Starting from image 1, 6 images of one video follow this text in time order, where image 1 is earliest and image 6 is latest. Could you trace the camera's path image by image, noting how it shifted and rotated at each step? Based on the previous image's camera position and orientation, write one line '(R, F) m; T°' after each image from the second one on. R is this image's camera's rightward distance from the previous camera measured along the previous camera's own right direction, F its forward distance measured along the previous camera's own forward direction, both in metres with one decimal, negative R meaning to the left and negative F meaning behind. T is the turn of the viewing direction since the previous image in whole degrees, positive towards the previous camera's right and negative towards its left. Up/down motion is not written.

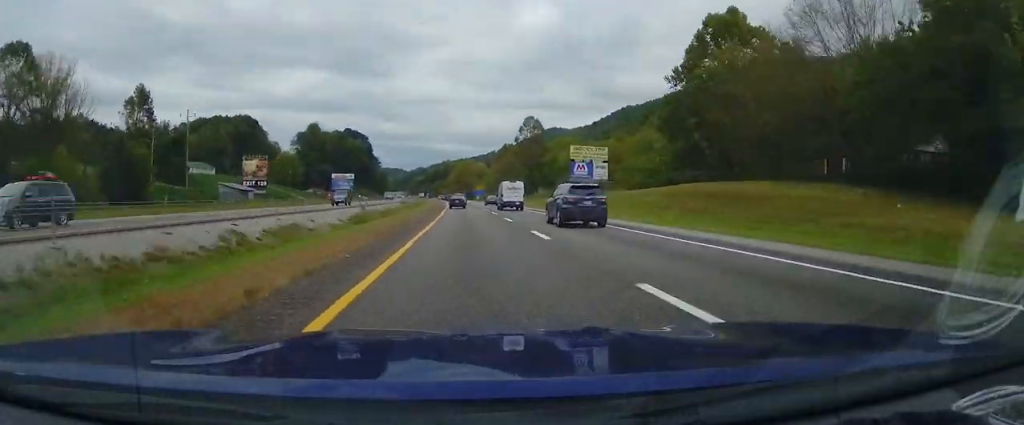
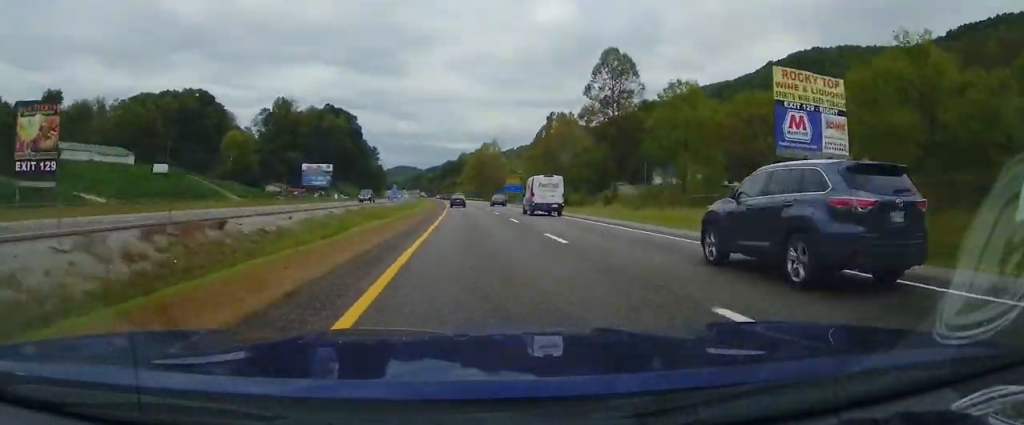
(-0.7, +90.5) m; -2°
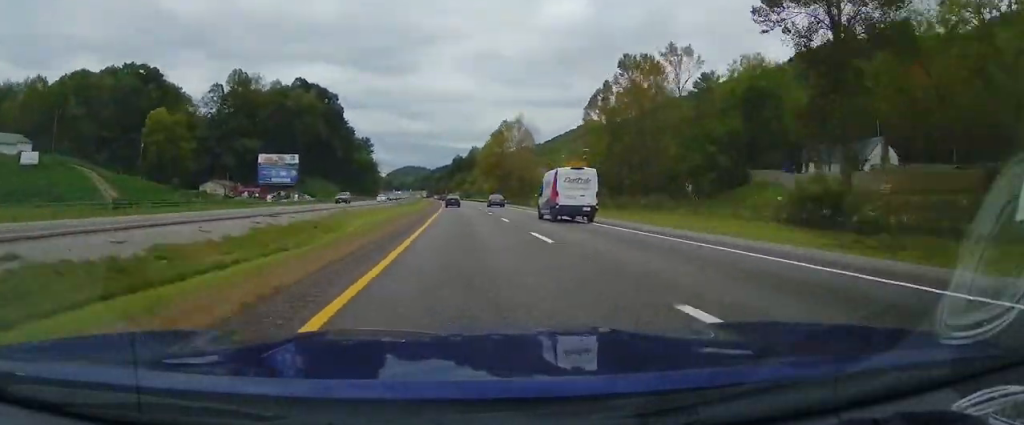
(-1.9, +65.0) m; -1°
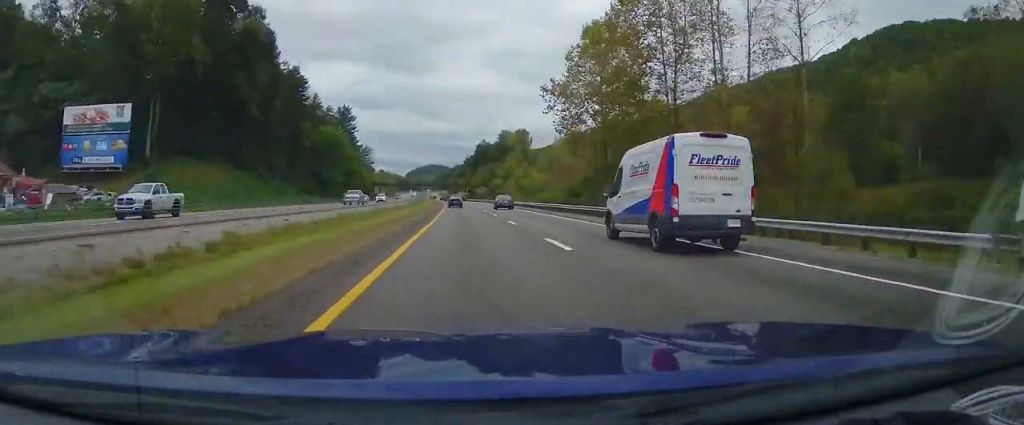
(-2.1, +104.0) m; -2°
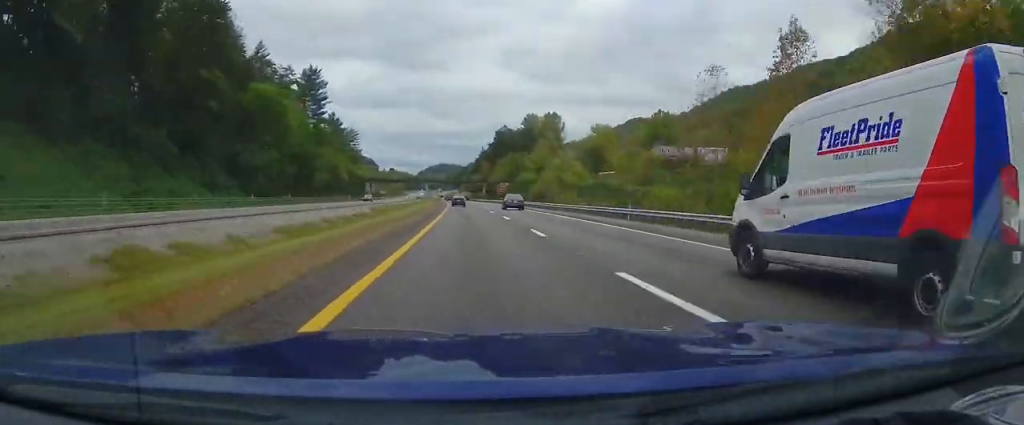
(-0.9, +53.2) m; -1°
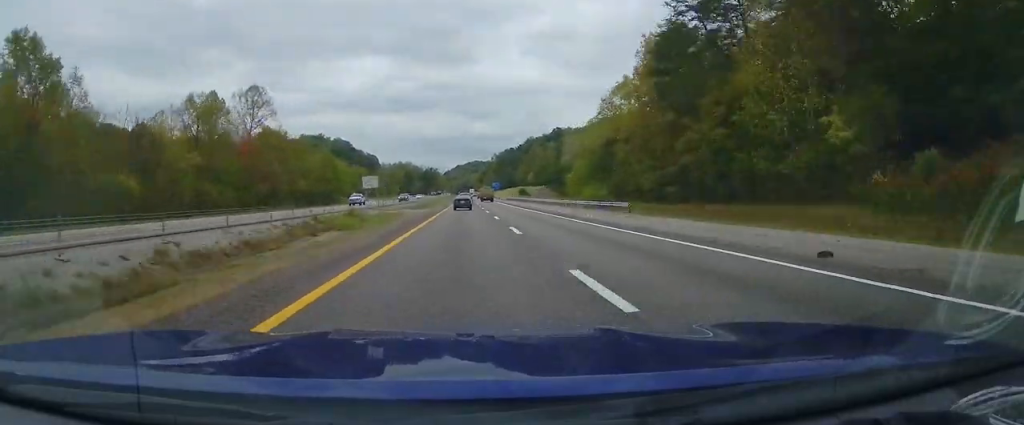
(-10.6, +402.3) m; -2°
